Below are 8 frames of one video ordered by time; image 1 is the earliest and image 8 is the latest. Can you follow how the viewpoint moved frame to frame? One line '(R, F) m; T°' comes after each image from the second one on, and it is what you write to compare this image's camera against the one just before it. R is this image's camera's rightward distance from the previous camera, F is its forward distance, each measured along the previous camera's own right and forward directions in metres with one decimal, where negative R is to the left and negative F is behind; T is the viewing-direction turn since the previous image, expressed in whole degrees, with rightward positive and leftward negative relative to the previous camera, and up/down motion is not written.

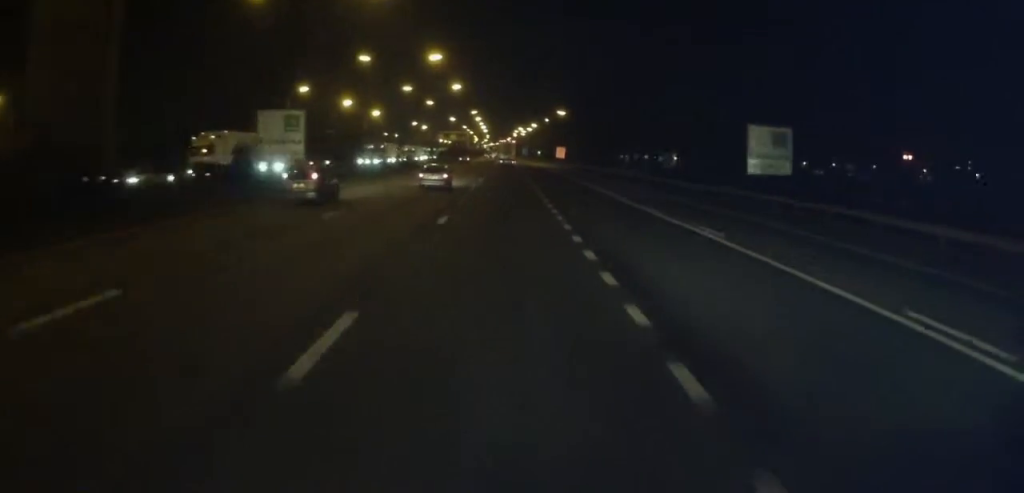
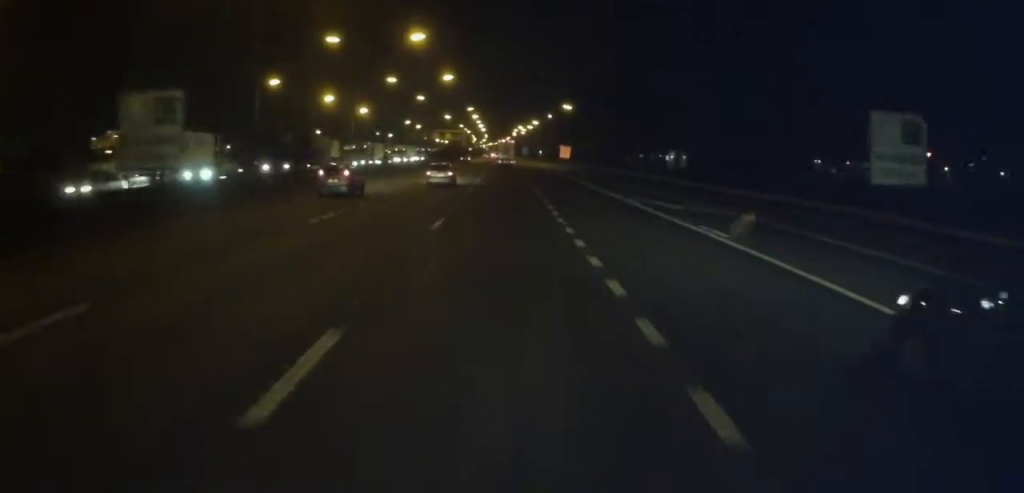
(0.0, +13.4) m; 0°
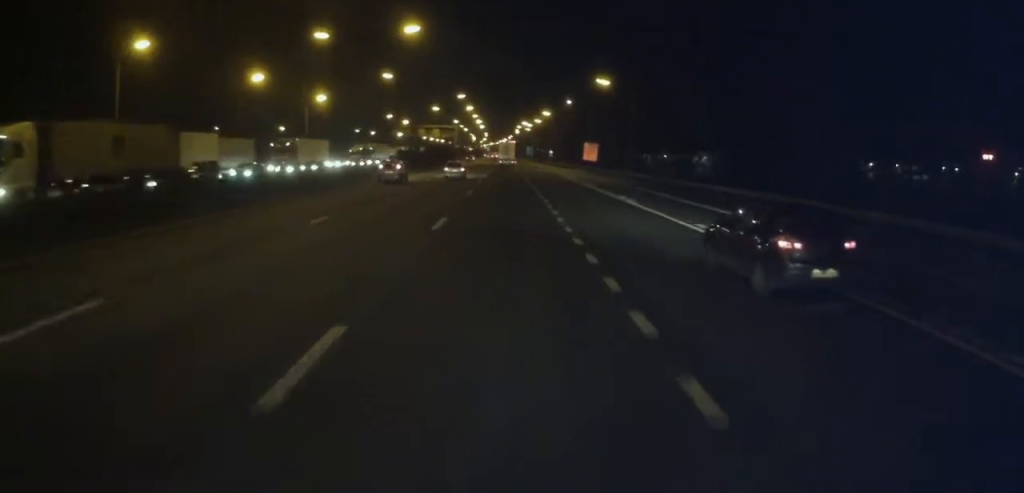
(-0.1, +36.9) m; 0°
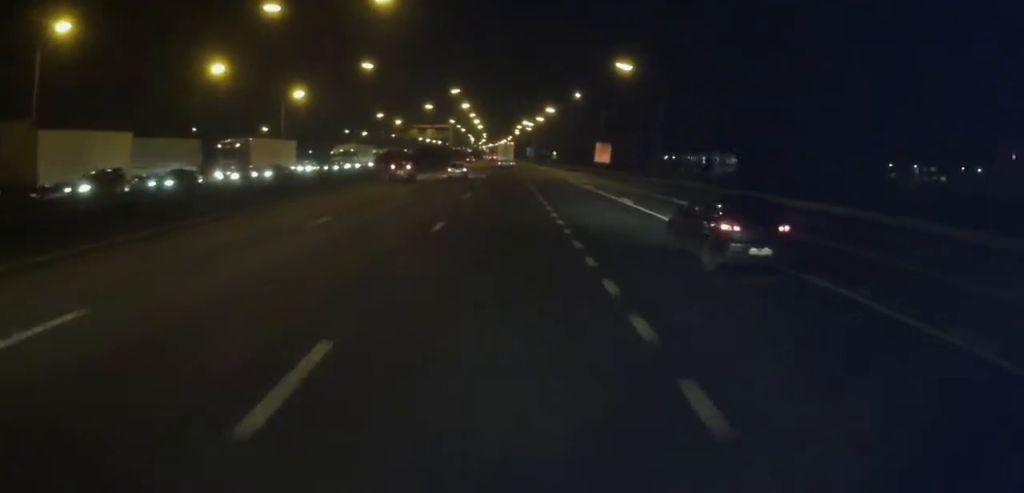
(-0.1, +12.5) m; 0°
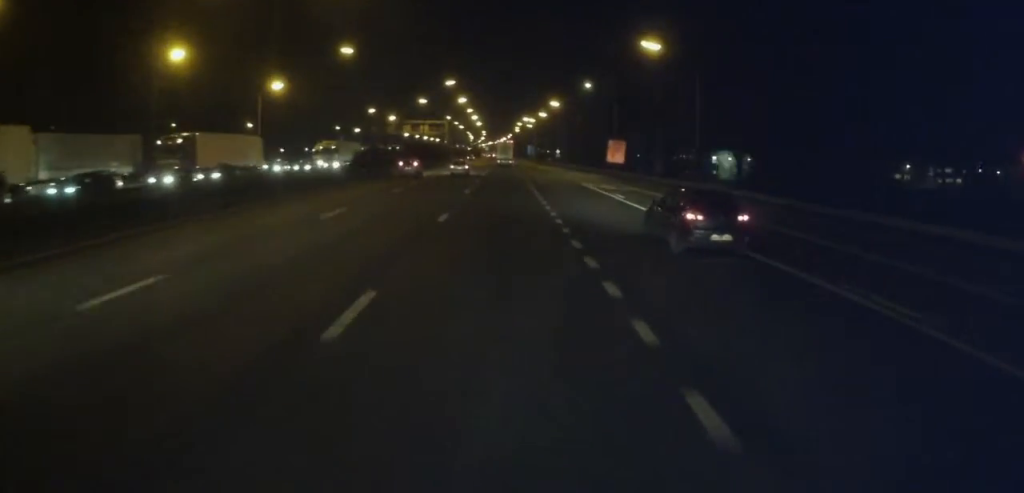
(+0.1, +10.2) m; 0°
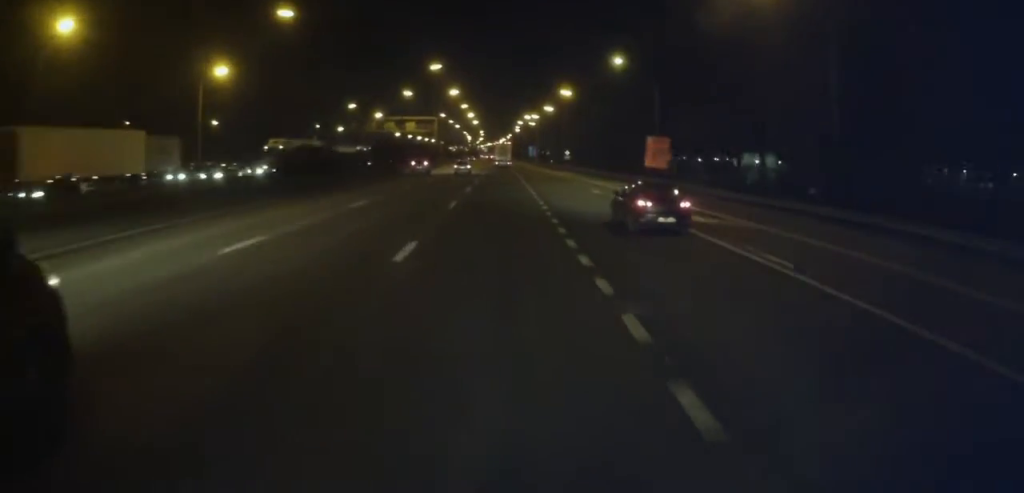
(+0.2, +19.6) m; 0°
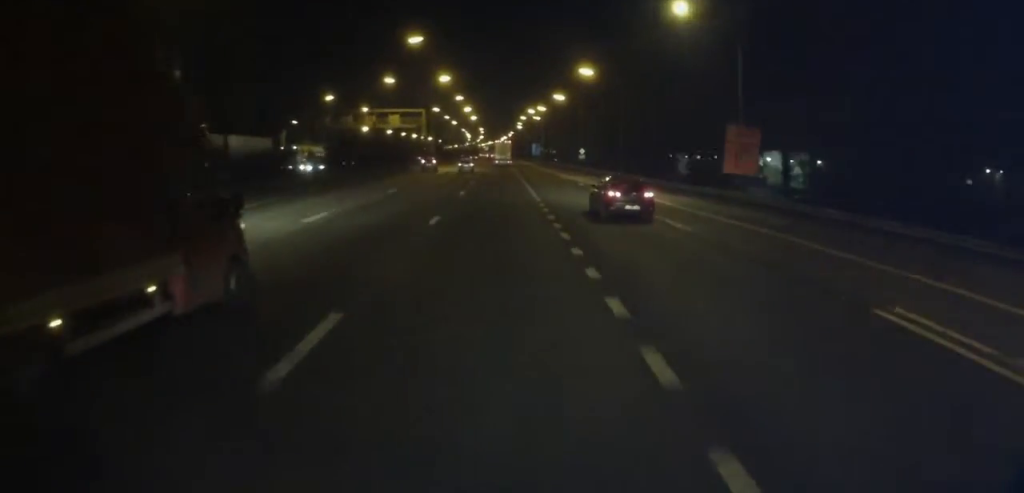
(-0.3, +18.8) m; 0°
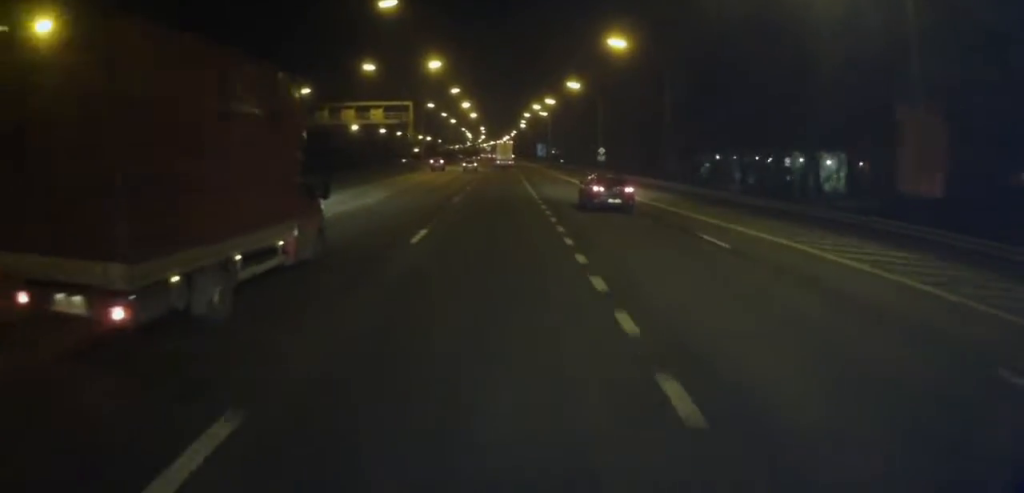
(+0.1, +15.7) m; 0°
